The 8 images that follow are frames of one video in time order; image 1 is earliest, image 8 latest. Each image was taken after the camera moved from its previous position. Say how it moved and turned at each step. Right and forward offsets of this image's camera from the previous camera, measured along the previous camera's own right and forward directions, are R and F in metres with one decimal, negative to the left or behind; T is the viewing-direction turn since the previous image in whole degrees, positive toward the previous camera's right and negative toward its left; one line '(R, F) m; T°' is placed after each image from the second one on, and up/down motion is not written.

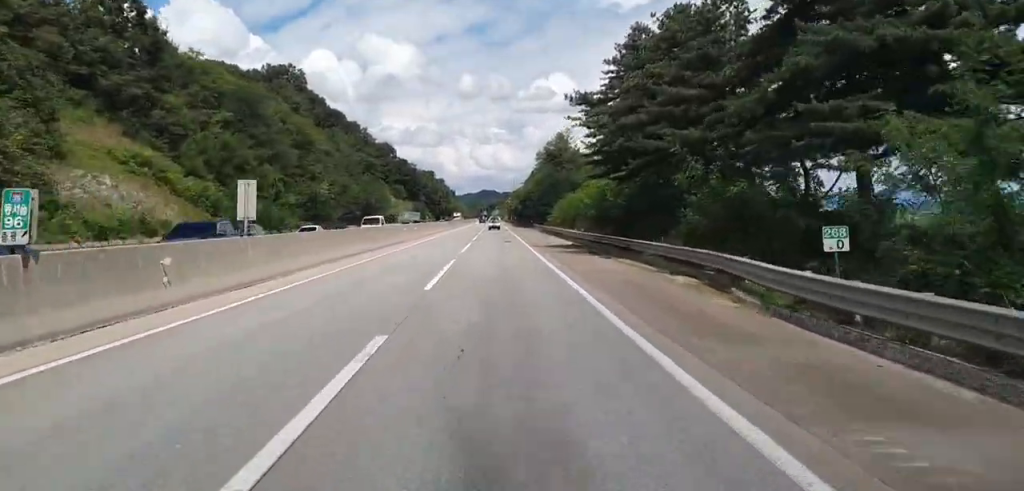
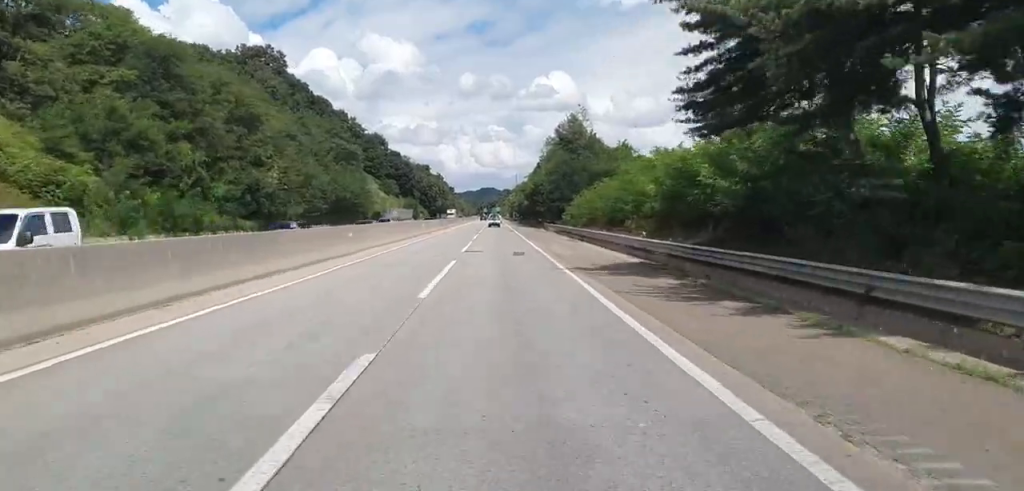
(+0.3, +22.6) m; -1°
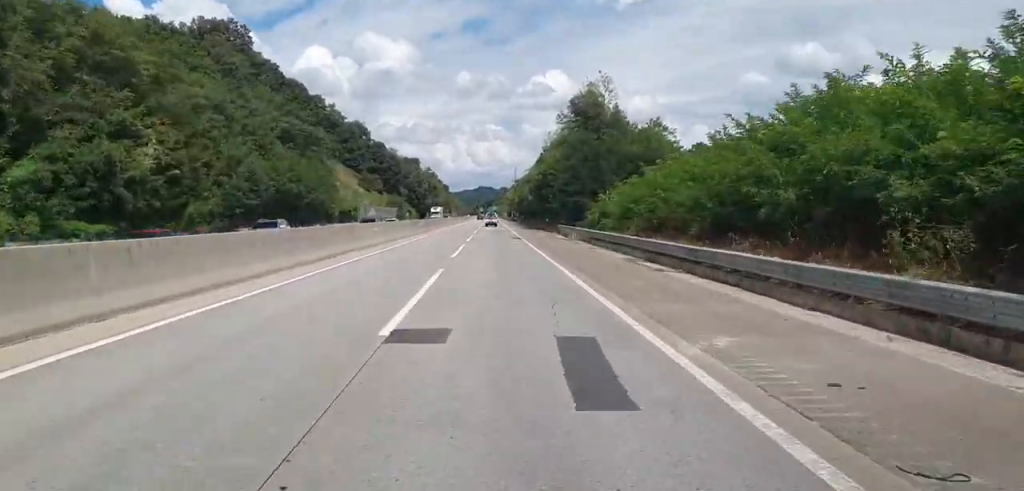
(-0.7, +25.8) m; 0°
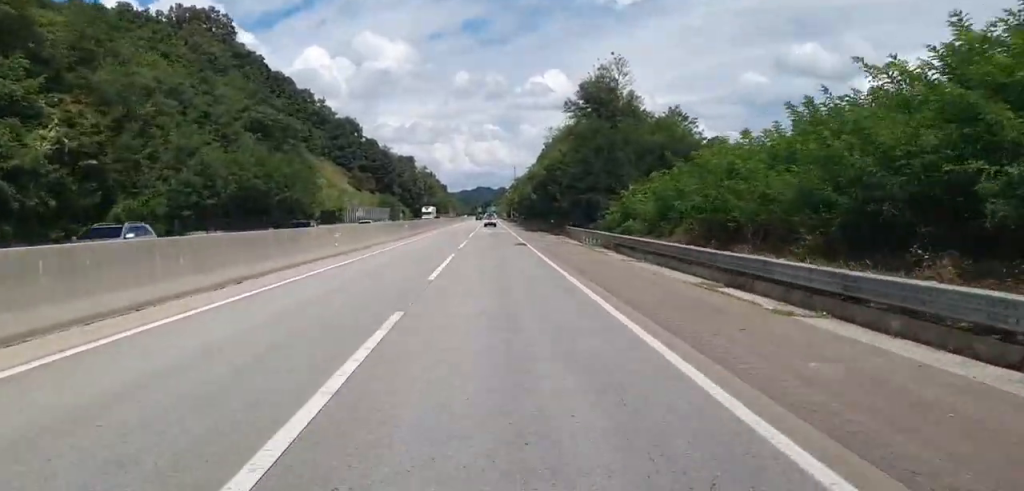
(+0.2, +10.6) m; +1°
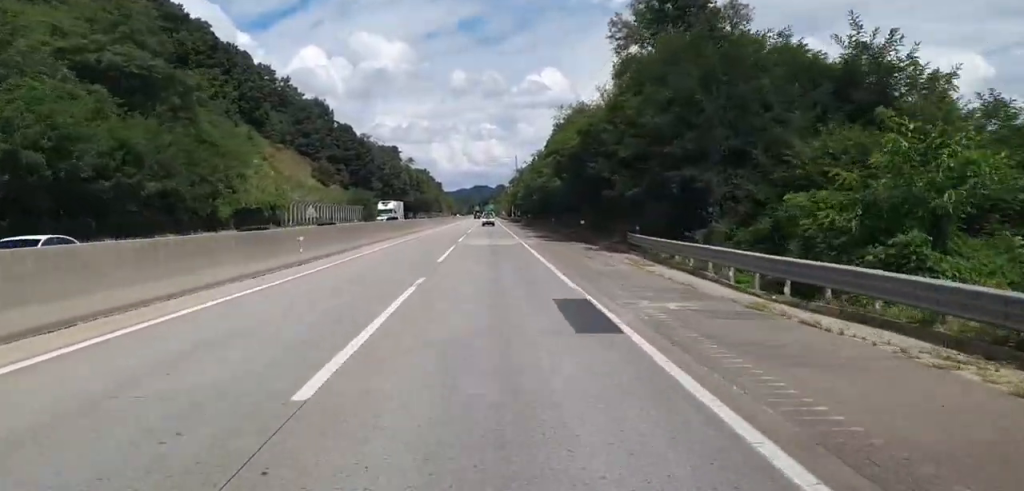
(+0.2, +32.5) m; 0°
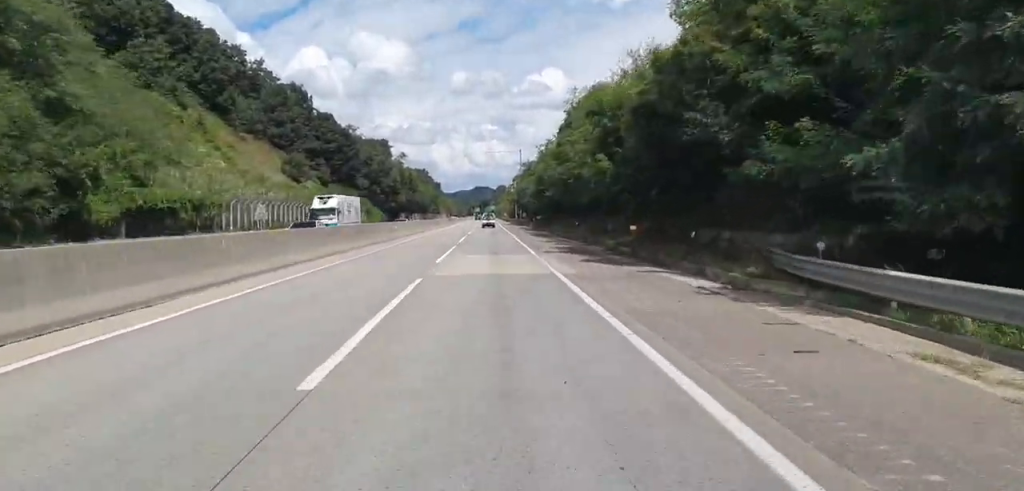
(0.0, +20.3) m; 0°
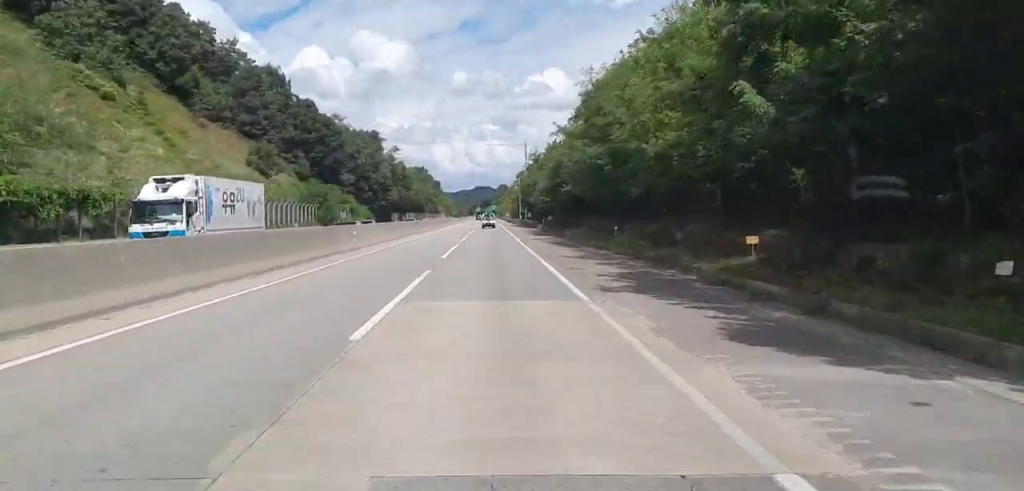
(0.0, +17.0) m; 0°
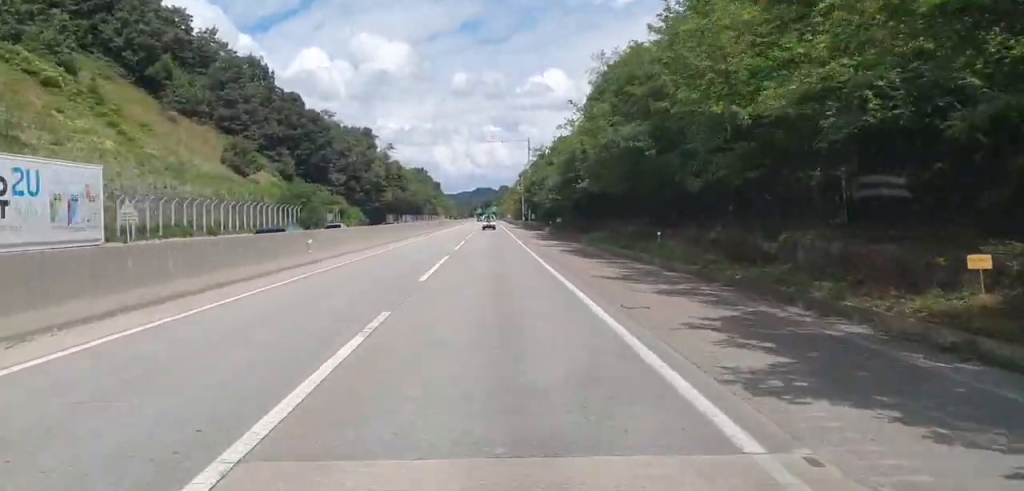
(0.0, +9.7) m; 0°
